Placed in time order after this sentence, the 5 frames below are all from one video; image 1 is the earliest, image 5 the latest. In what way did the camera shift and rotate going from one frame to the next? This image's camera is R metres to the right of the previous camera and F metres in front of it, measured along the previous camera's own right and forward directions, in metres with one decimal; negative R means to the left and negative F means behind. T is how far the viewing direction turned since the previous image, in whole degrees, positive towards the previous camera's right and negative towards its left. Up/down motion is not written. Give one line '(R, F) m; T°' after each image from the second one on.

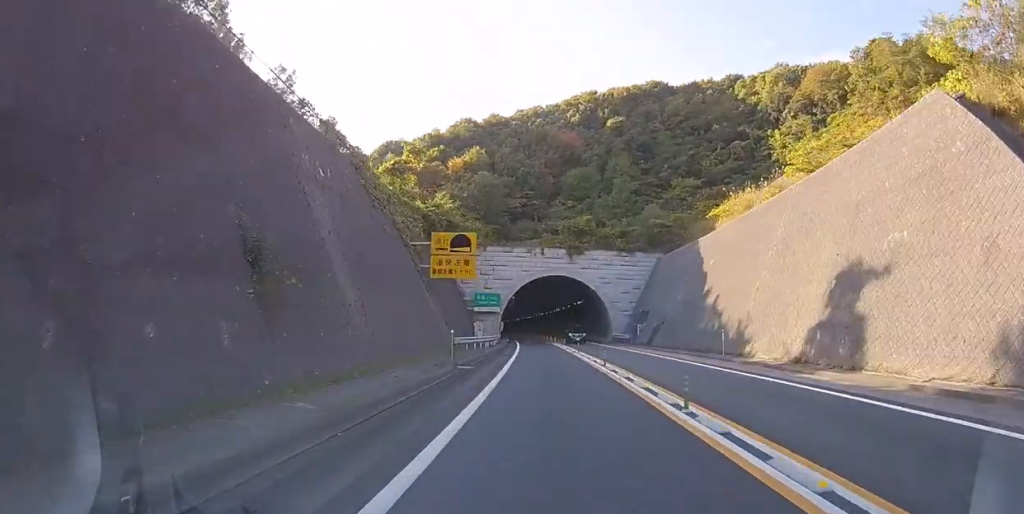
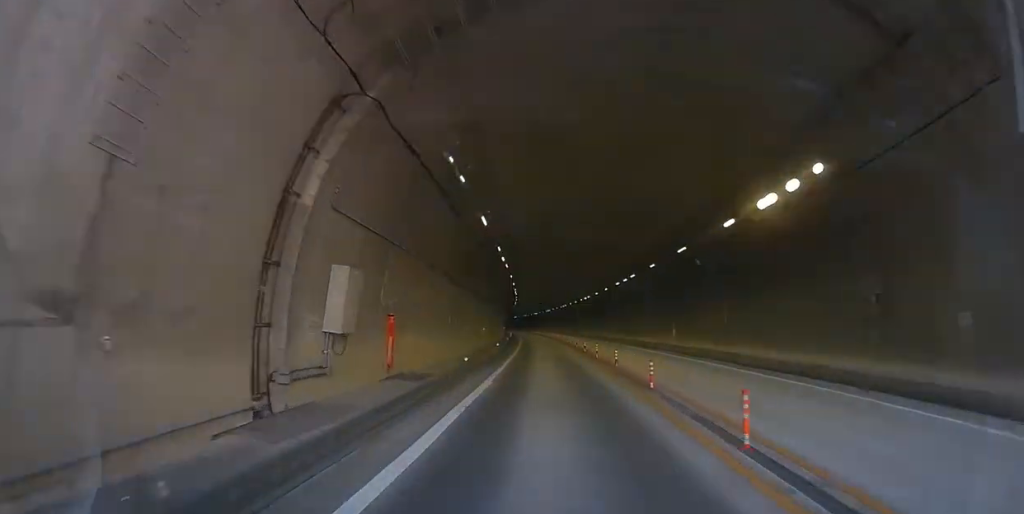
(-1.3, +46.6) m; -3°
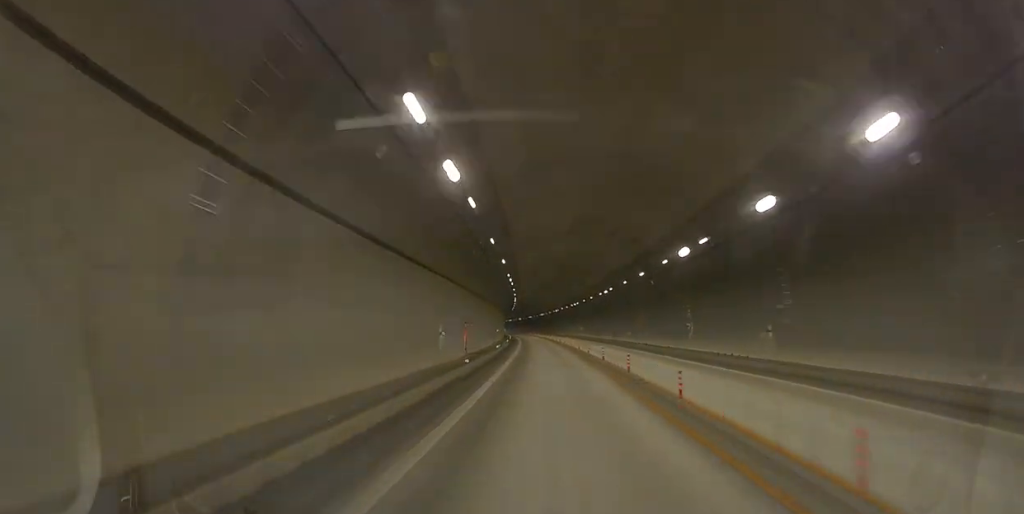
(-0.7, +35.8) m; -3°
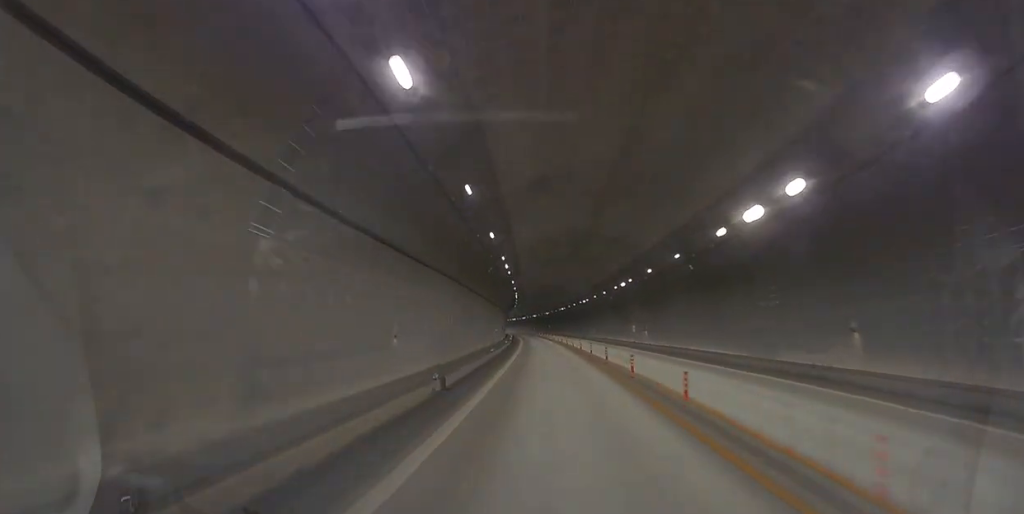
(-0.8, +29.1) m; -6°
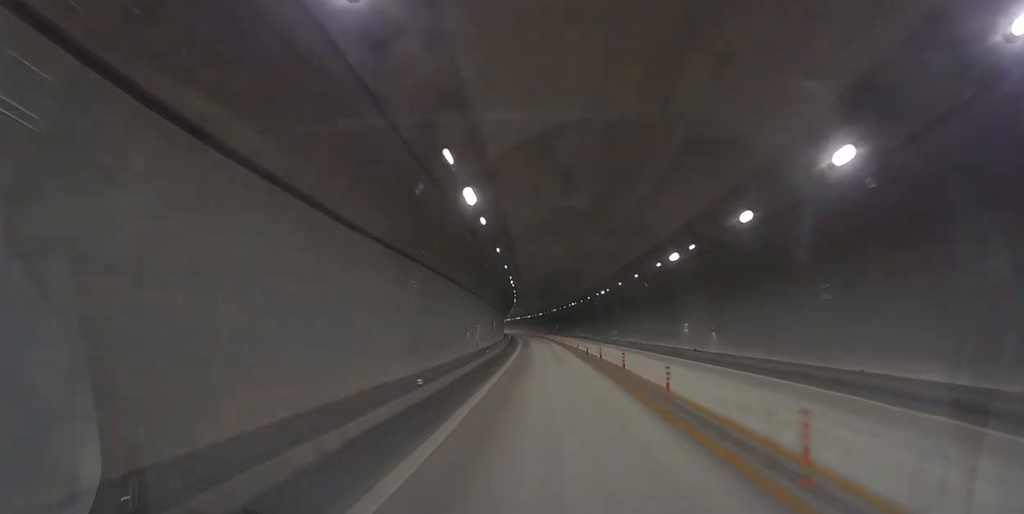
(-0.6, +13.3) m; -4°
